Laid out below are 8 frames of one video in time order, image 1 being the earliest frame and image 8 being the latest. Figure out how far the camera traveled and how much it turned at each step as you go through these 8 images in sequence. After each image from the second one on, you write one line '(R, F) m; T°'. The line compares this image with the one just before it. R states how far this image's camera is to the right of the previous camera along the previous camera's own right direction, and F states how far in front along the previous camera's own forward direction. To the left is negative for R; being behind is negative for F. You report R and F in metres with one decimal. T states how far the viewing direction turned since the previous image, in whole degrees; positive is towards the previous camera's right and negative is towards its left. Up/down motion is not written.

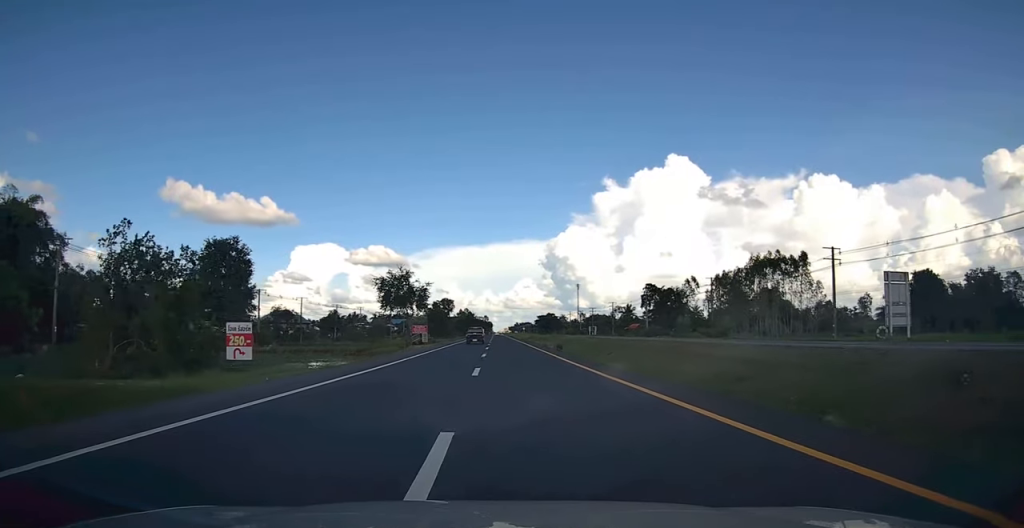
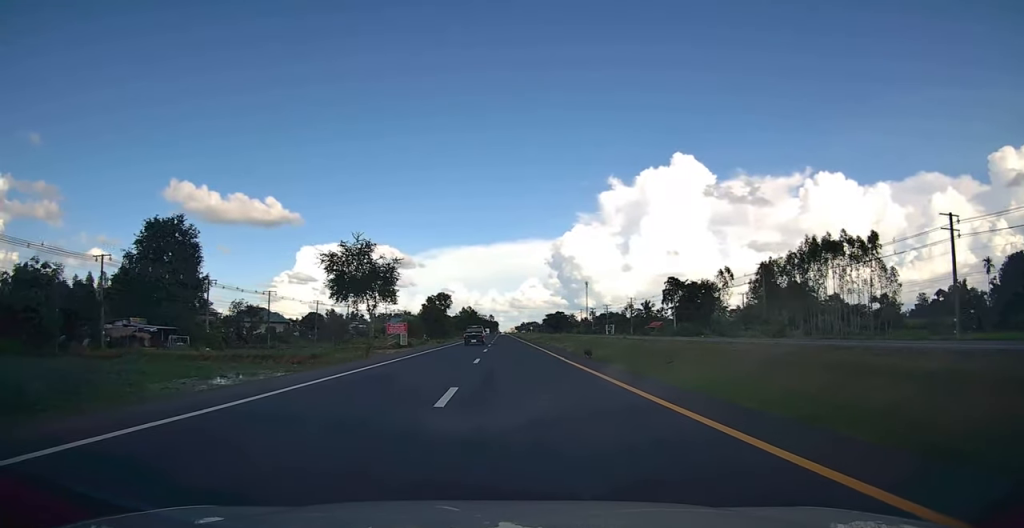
(-0.1, +18.9) m; -1°
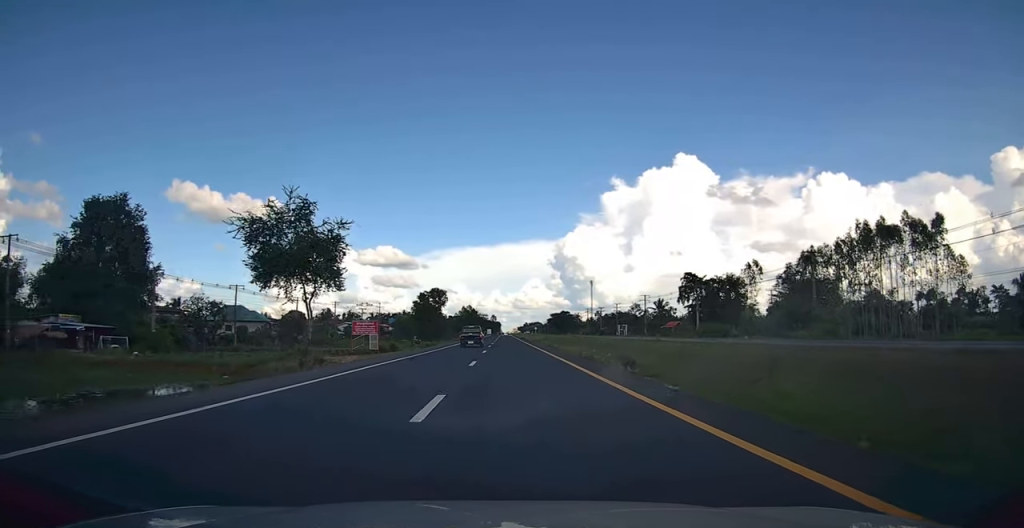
(0.0, +13.4) m; 0°
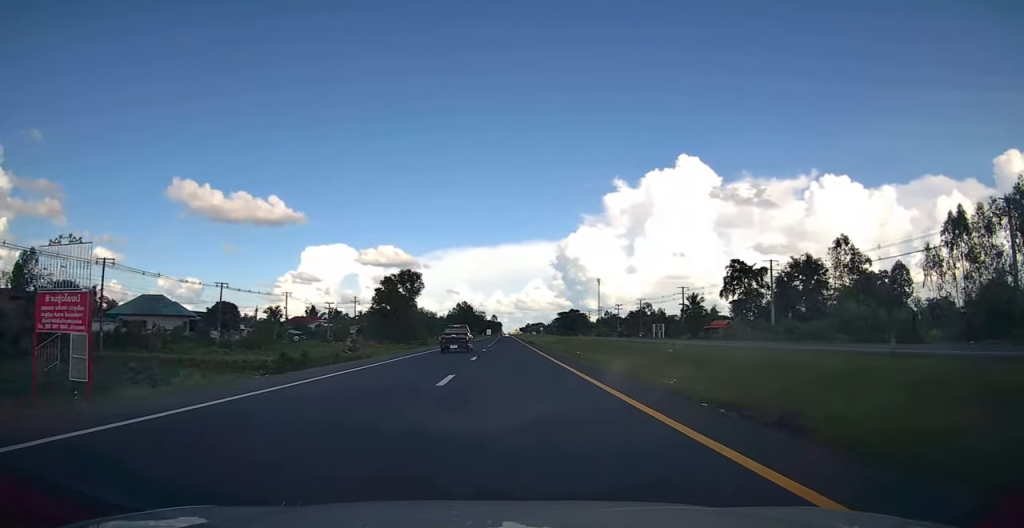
(0.0, +31.2) m; 0°
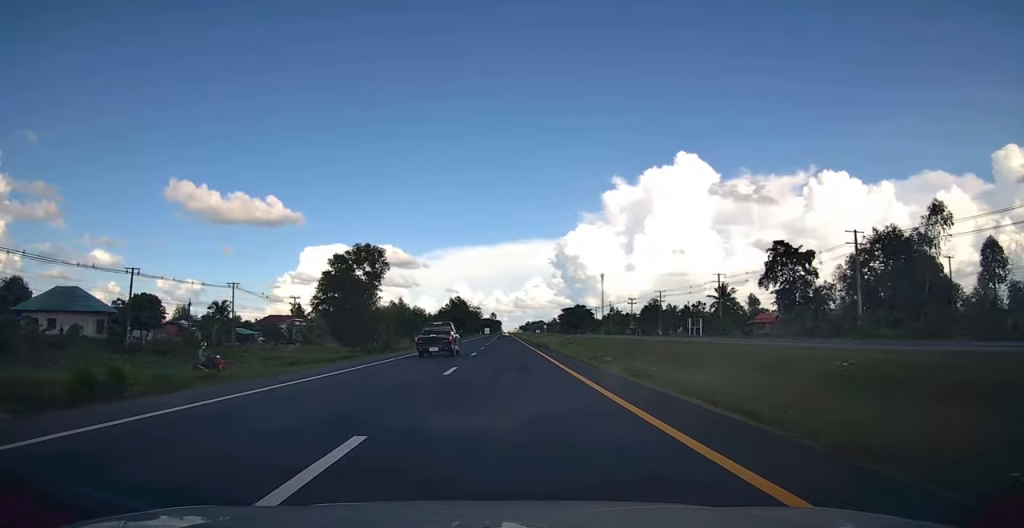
(0.0, +21.1) m; 0°
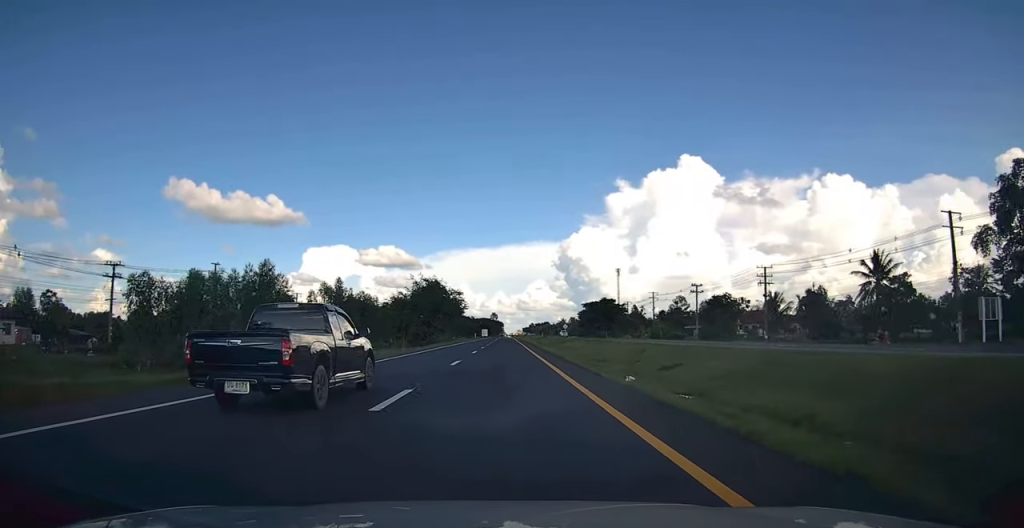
(0.0, +55.3) m; 0°
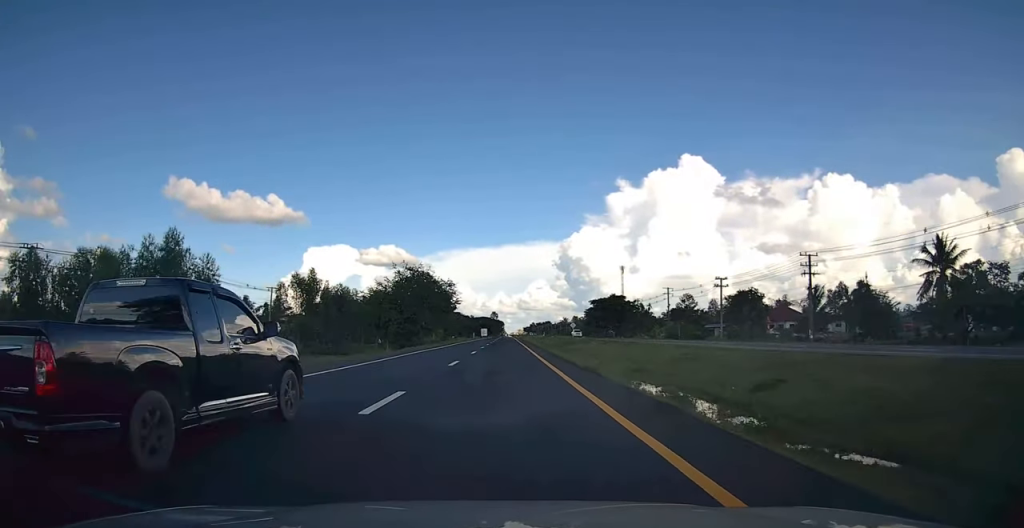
(+0.1, +12.5) m; 0°
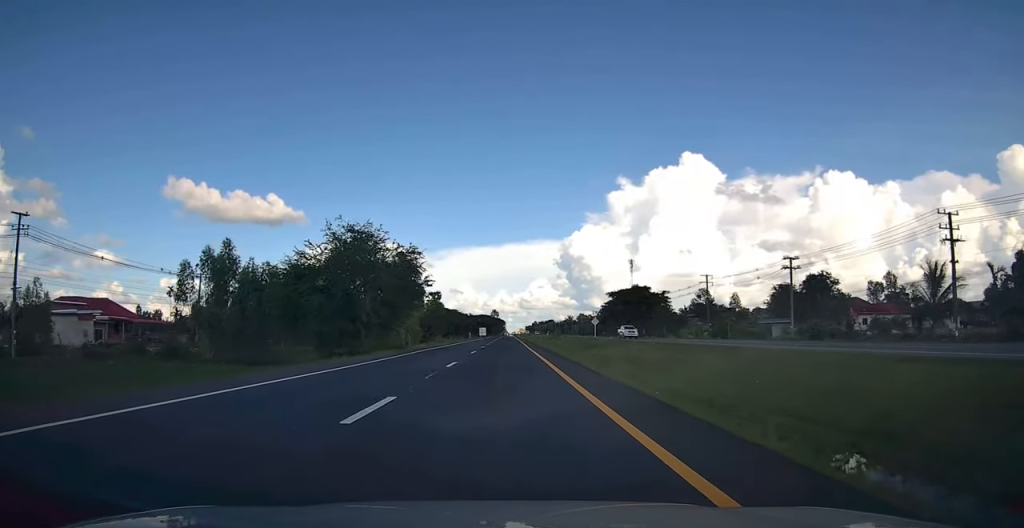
(-0.3, +24.7) m; 0°
